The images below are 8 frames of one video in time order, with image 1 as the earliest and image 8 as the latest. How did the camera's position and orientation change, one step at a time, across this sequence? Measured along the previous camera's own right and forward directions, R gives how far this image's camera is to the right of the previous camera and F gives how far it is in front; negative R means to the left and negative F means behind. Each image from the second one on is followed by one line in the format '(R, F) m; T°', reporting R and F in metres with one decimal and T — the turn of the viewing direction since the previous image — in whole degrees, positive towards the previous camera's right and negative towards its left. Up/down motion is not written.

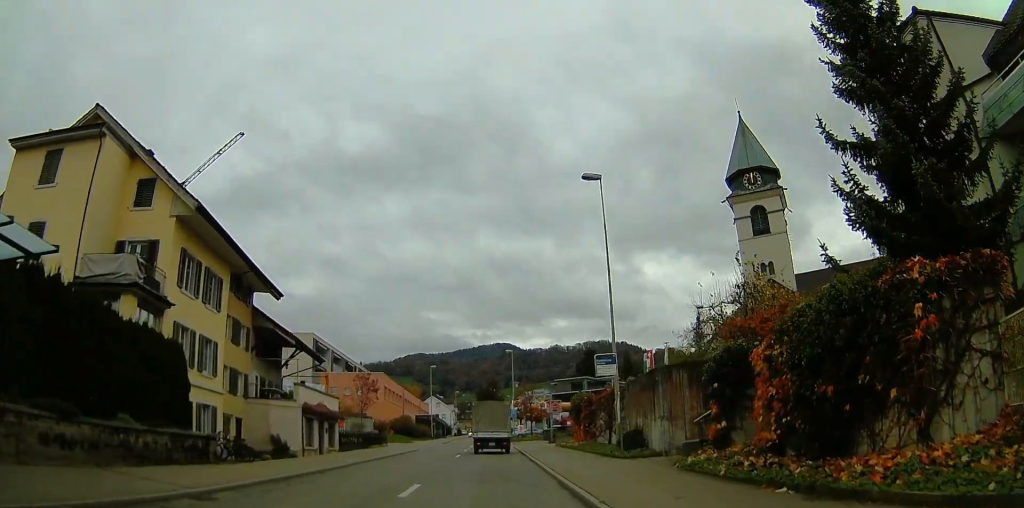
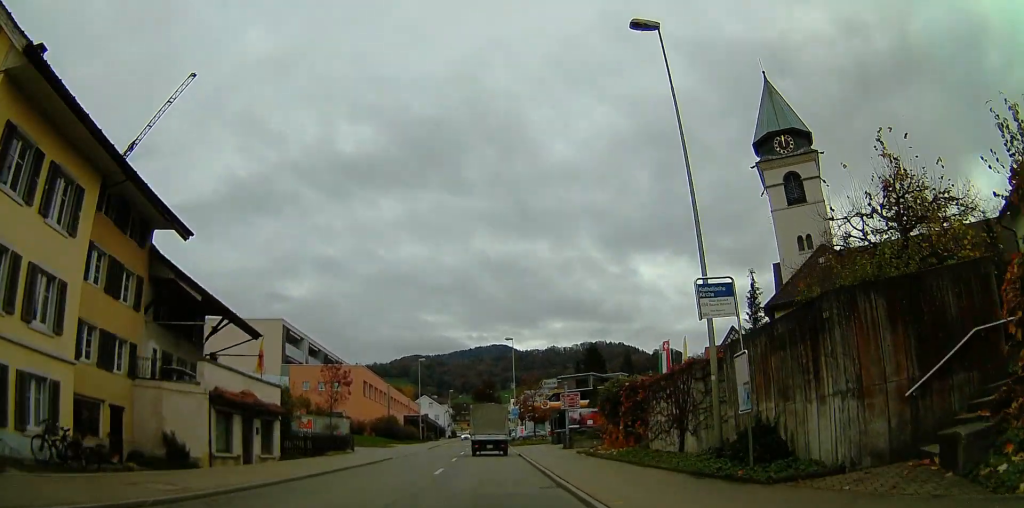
(0.0, +10.4) m; 0°
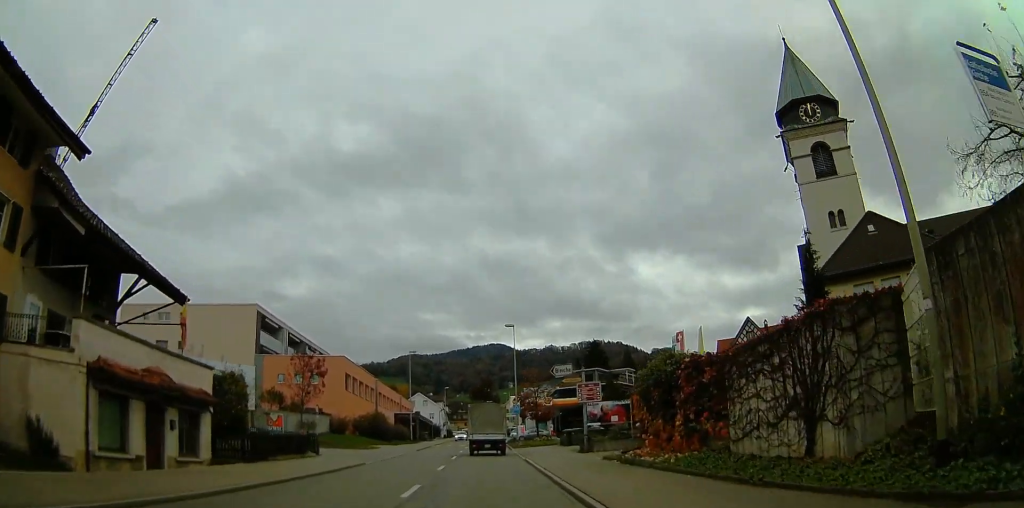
(0.0, +7.0) m; 0°
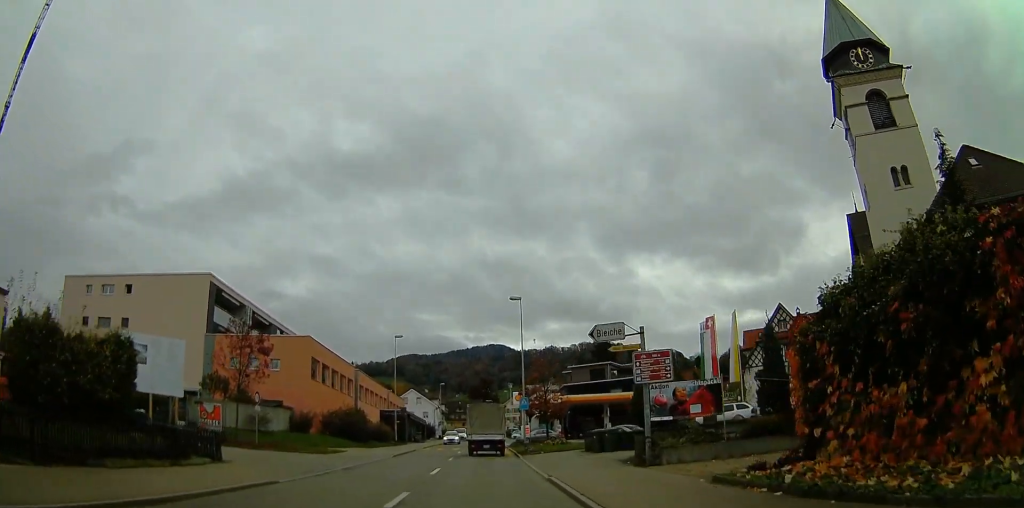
(+0.1, +10.8) m; +1°
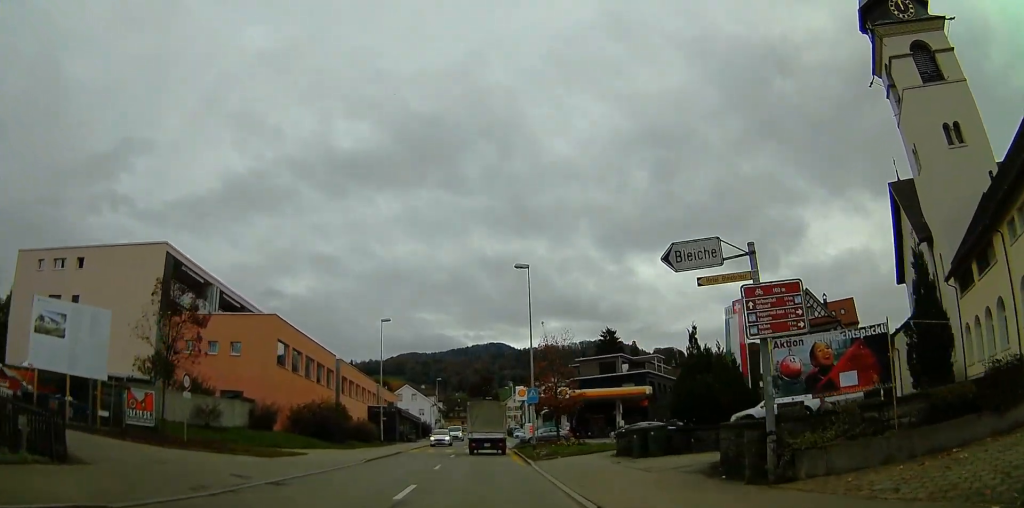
(+0.2, +7.5) m; 0°
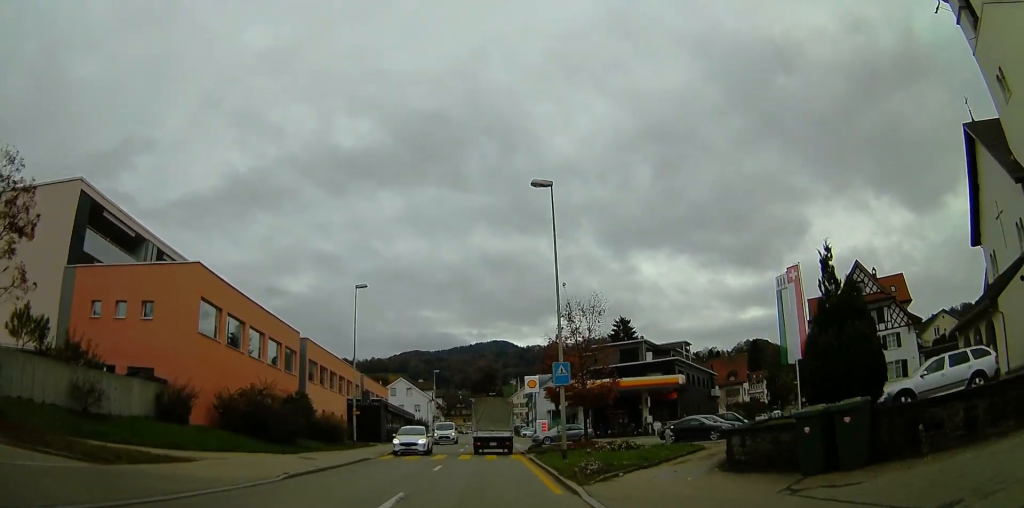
(-0.2, +10.9) m; -1°
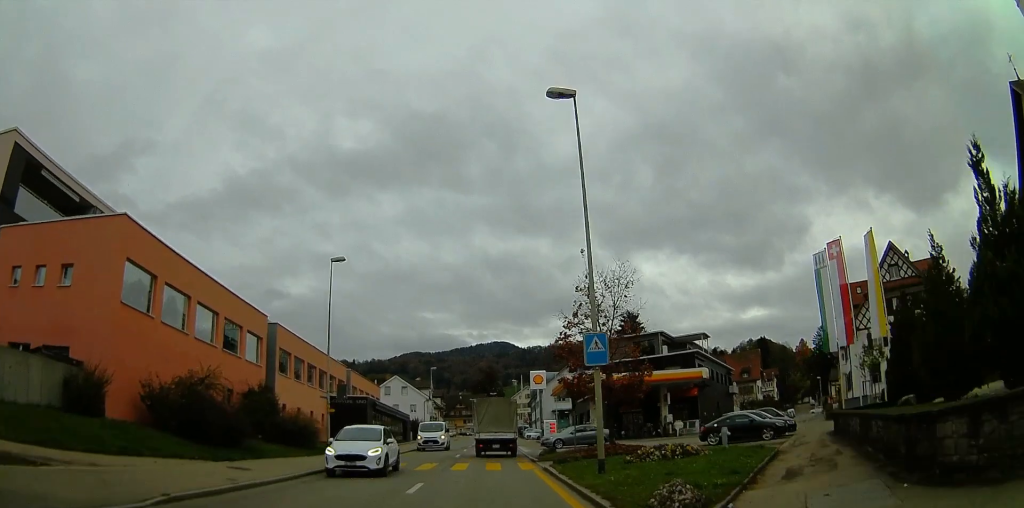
(0.0, +6.4) m; 0°
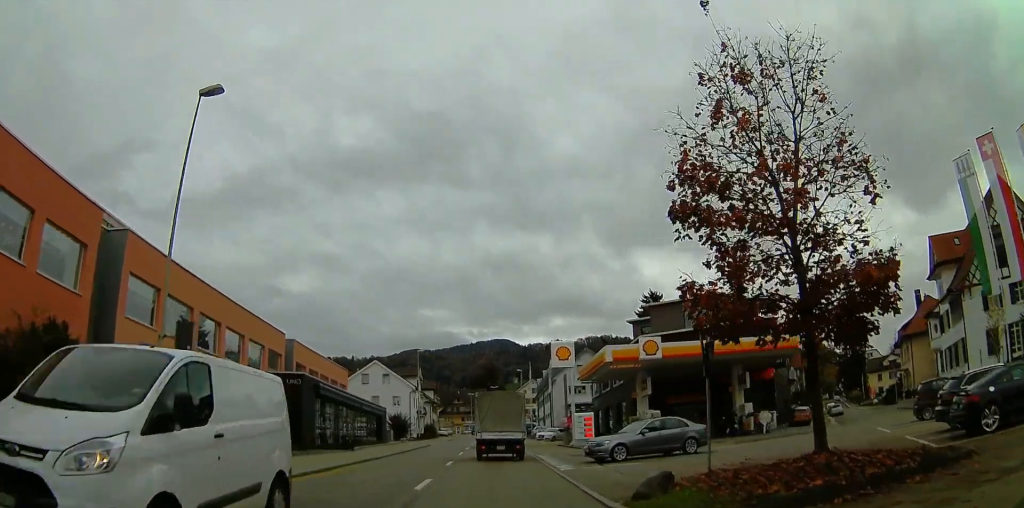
(0.0, +17.2) m; 0°
